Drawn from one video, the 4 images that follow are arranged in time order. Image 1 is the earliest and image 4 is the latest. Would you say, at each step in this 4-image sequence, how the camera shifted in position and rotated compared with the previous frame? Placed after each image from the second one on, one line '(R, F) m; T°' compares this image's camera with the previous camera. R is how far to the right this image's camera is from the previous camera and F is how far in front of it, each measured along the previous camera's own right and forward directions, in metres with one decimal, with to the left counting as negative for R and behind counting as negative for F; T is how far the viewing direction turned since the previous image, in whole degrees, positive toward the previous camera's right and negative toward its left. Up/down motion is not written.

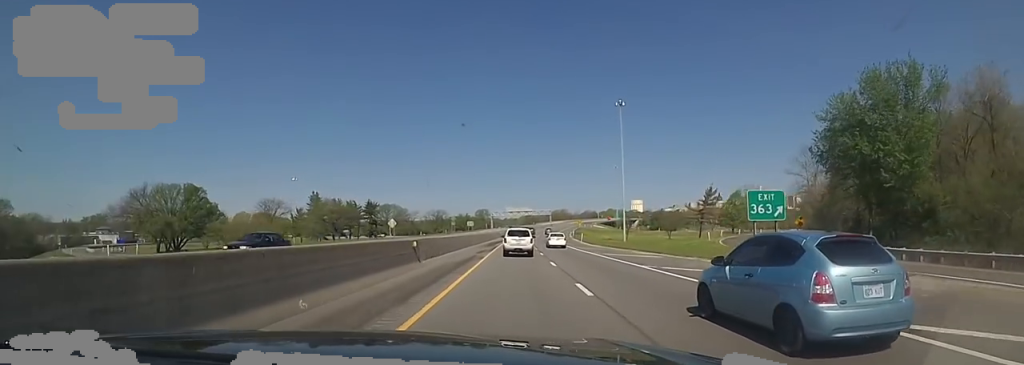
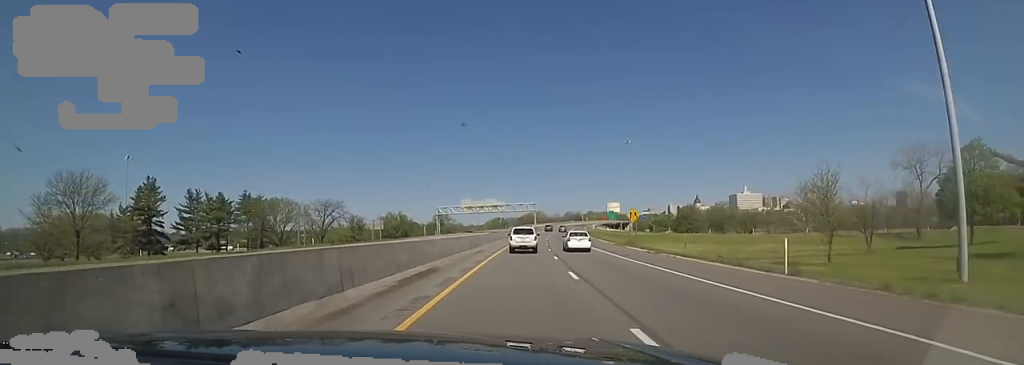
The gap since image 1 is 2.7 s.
(+1.1, +84.2) m; +2°
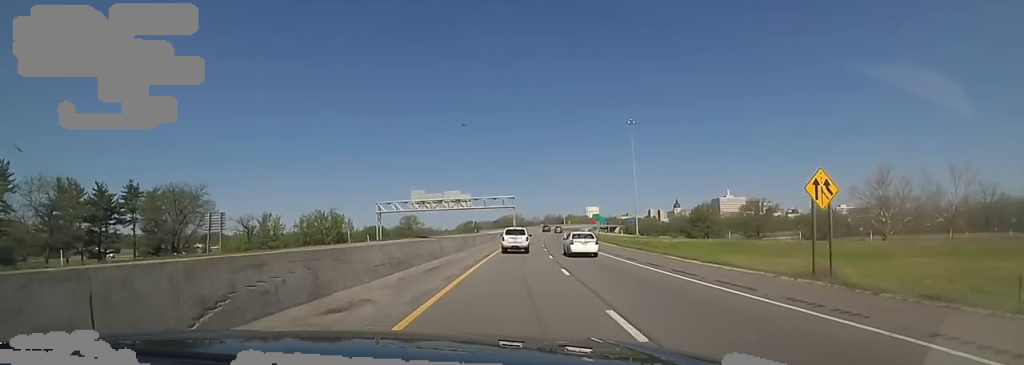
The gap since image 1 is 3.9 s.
(+0.6, +37.4) m; +4°
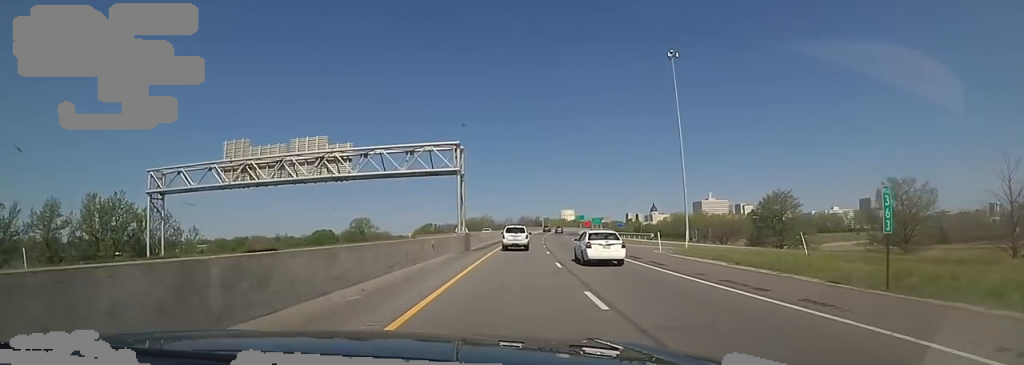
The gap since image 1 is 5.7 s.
(+2.7, +56.1) m; +3°
